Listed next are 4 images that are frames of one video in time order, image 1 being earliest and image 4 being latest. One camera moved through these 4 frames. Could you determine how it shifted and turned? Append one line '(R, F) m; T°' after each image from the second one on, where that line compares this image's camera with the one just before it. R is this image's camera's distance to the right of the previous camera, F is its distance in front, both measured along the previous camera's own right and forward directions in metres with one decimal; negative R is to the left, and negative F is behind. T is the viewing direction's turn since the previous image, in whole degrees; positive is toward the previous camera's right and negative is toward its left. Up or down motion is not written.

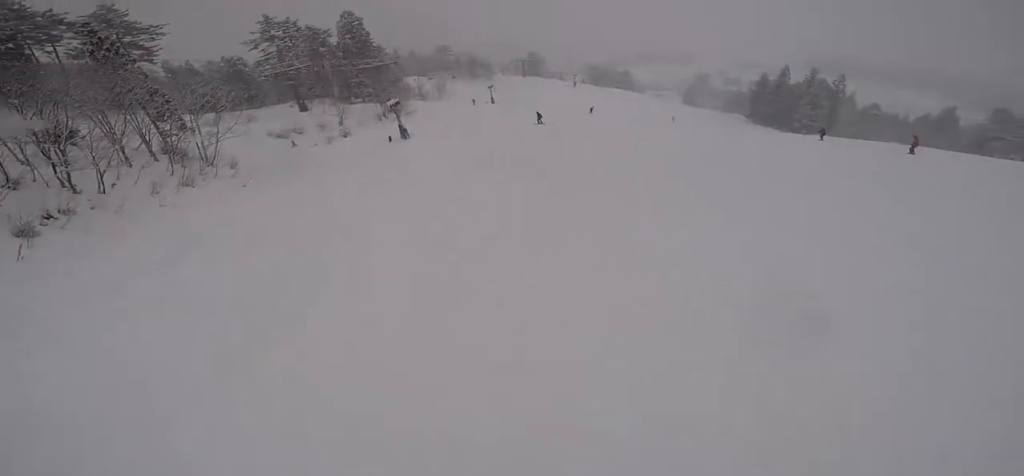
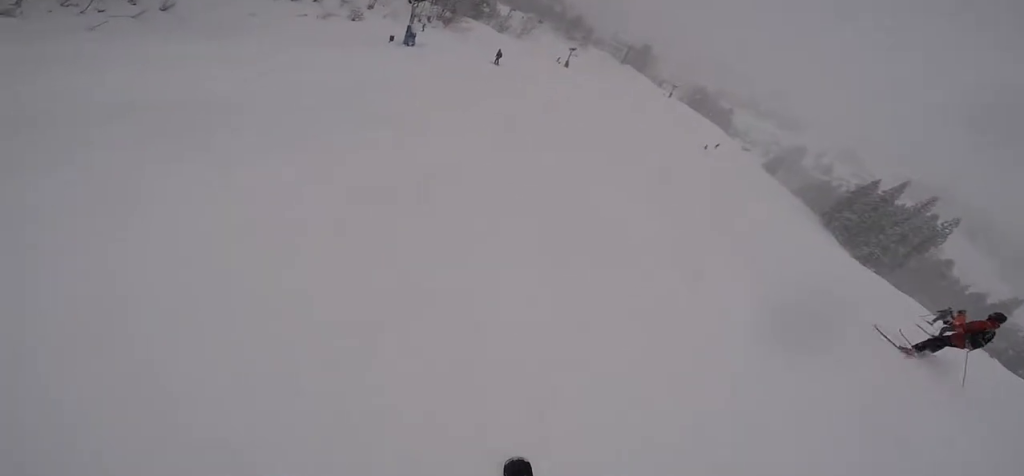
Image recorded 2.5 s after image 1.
(+2.1, +13.5) m; -12°
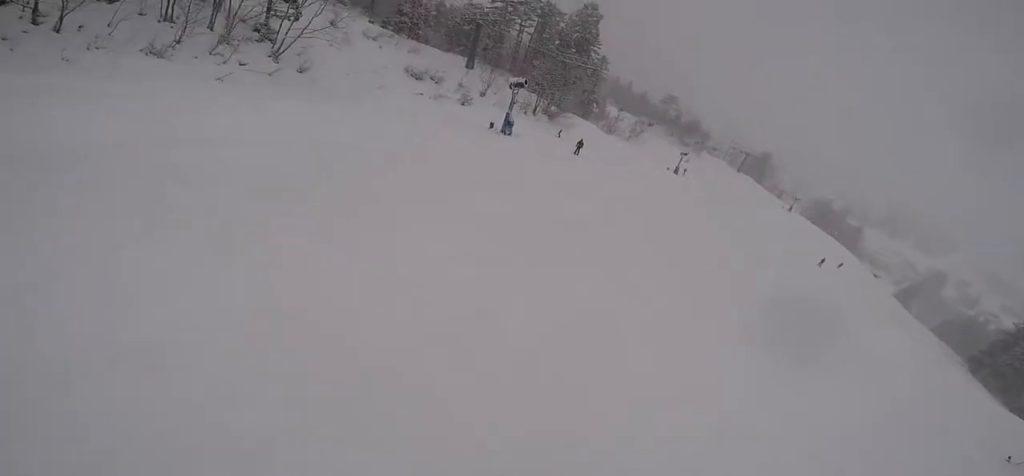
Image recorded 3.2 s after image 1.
(-0.5, +4.1) m; -3°
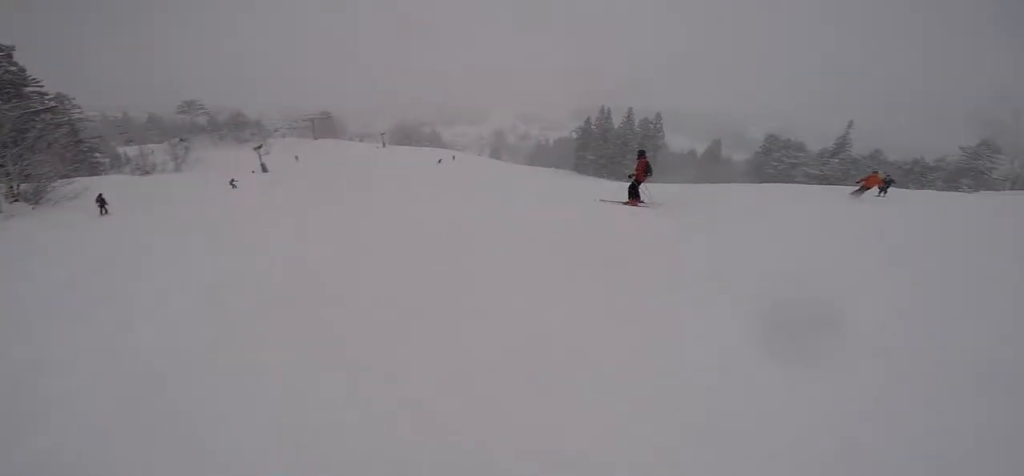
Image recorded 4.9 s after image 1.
(+1.7, +10.2) m; +30°
